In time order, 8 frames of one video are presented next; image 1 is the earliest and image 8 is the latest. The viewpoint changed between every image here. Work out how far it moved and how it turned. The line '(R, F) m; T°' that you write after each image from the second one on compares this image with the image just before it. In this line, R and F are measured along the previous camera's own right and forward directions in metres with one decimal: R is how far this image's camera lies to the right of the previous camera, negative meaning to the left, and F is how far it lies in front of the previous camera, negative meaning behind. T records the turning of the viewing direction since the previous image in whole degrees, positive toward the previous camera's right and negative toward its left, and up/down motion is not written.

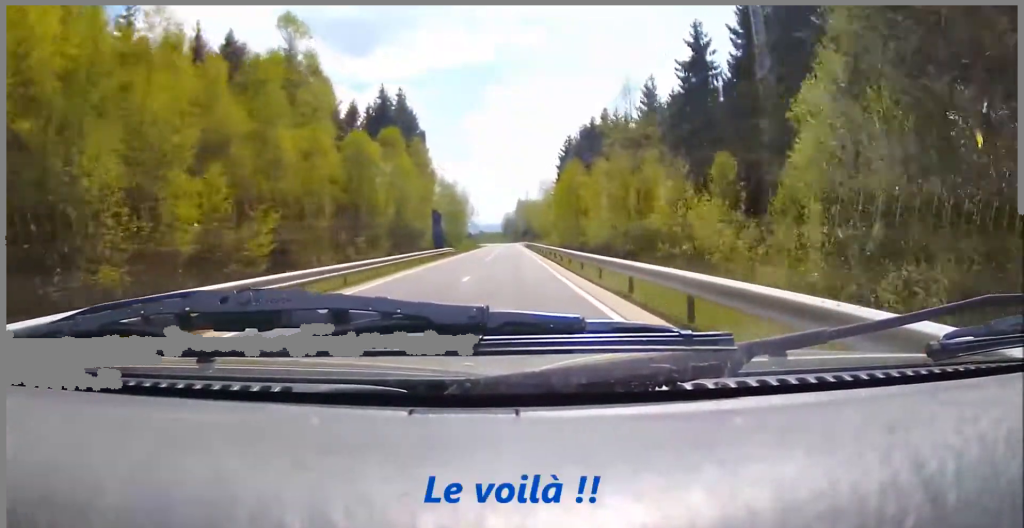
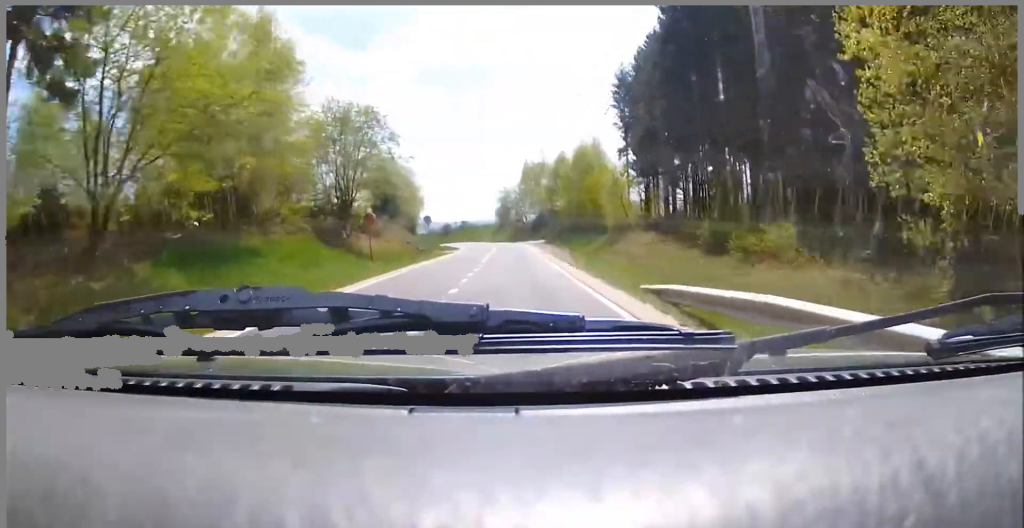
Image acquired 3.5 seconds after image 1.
(-0.3, +74.1) m; 0°
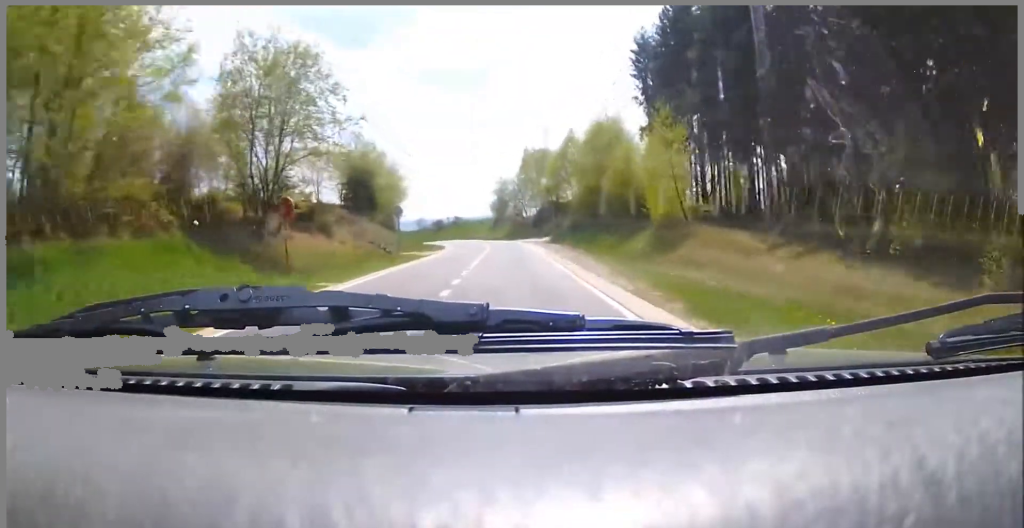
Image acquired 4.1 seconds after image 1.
(0.0, +12.2) m; -1°
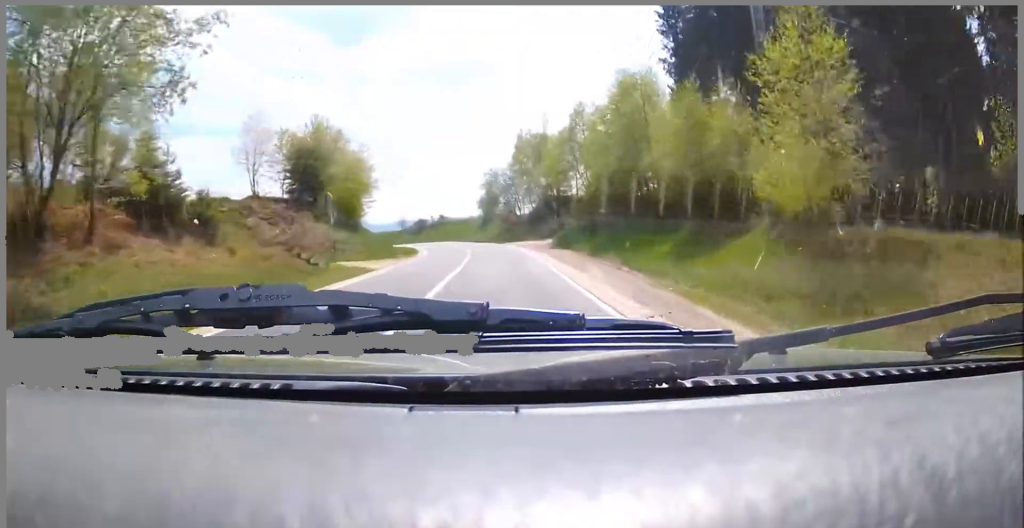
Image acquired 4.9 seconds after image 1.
(-0.1, +14.1) m; -1°
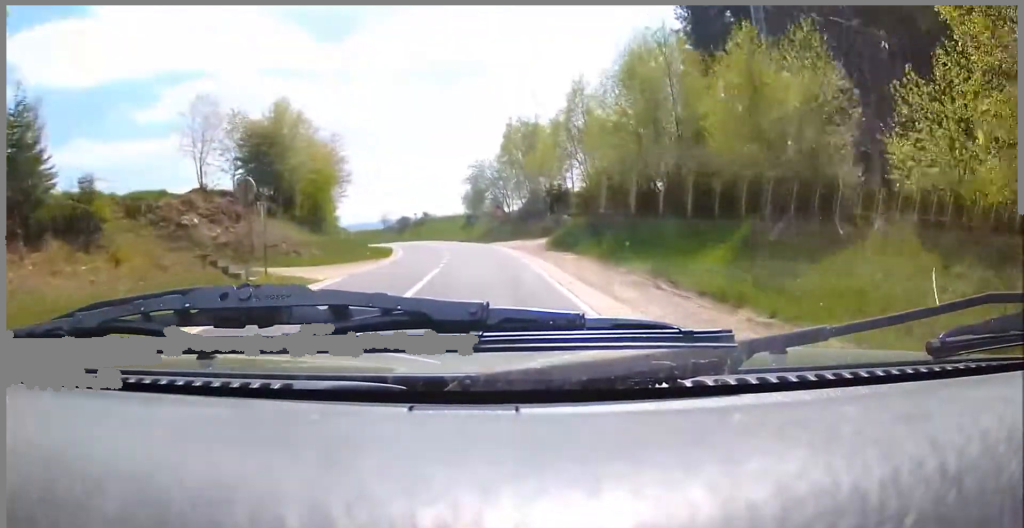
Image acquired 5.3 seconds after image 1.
(-0.1, +7.4) m; 0°
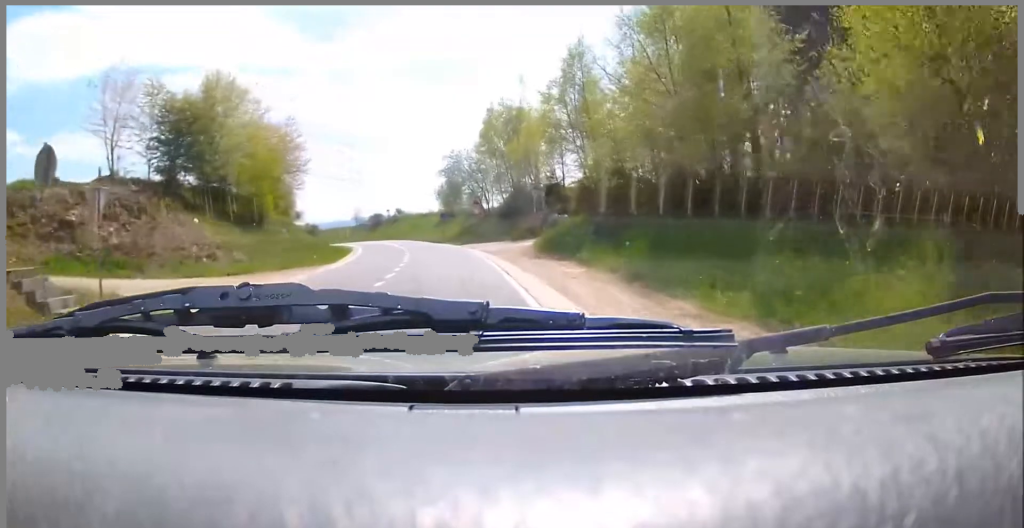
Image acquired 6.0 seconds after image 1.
(-0.1, +10.4) m; 0°
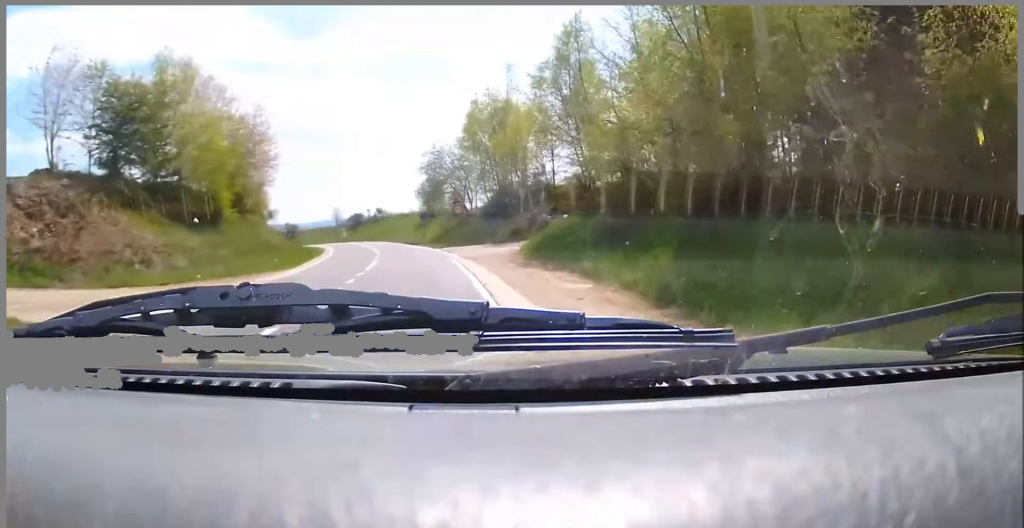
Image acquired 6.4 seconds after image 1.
(0.0, +6.1) m; 0°
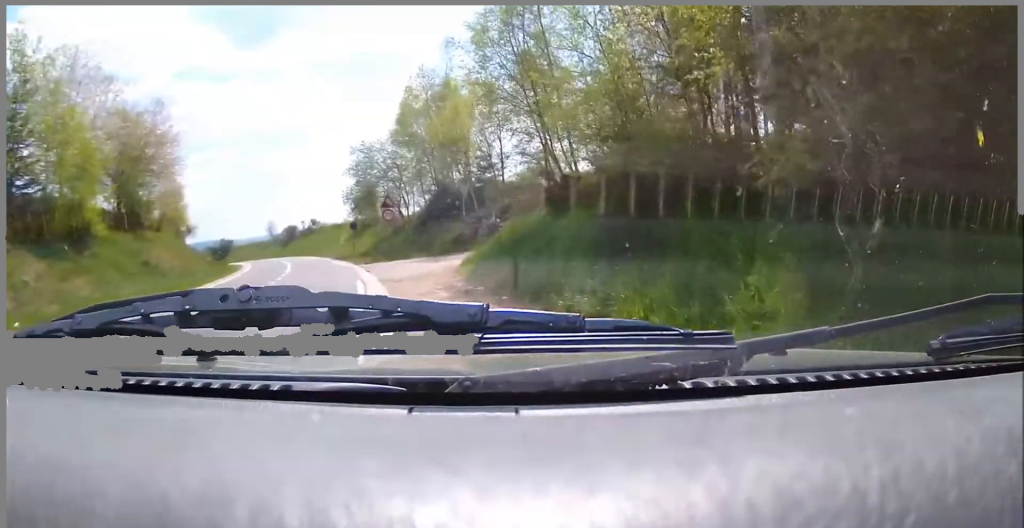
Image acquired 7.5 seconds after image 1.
(0.0, +16.2) m; +1°
